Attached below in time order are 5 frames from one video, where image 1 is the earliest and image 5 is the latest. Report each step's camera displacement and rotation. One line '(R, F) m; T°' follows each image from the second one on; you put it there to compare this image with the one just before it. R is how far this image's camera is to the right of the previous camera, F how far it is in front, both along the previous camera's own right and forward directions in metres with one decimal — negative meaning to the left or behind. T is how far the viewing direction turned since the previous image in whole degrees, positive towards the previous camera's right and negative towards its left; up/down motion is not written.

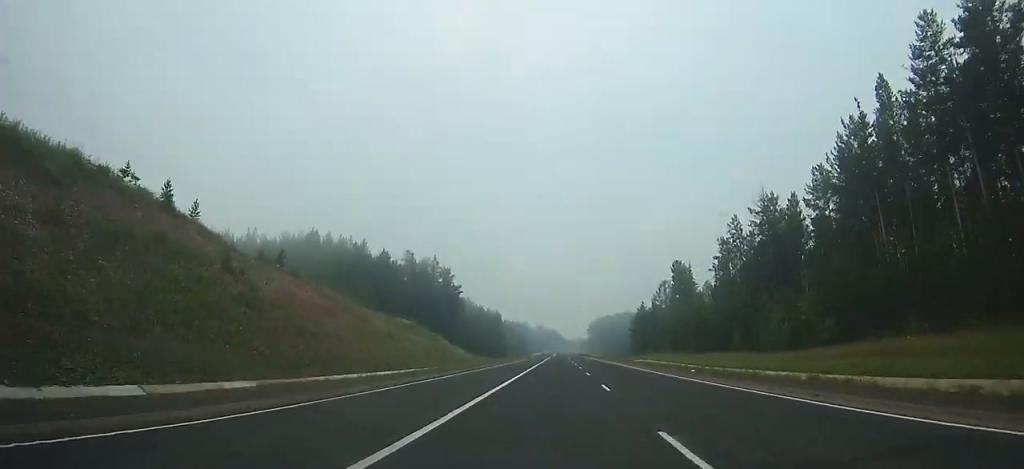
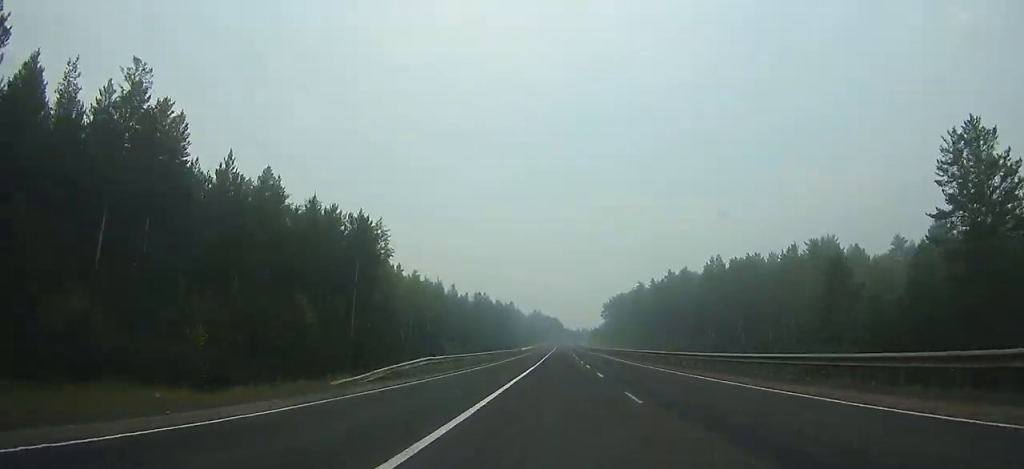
(+0.2, +147.2) m; 0°
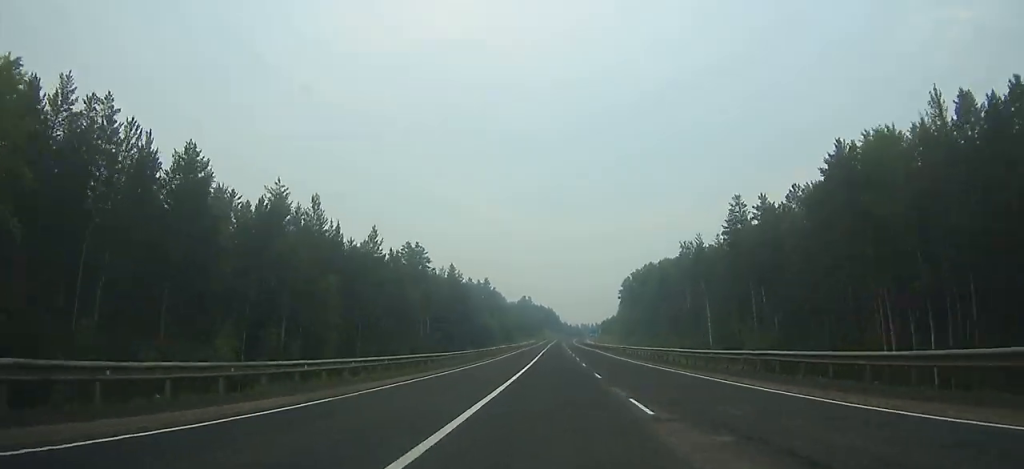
(-0.1, +113.0) m; 0°
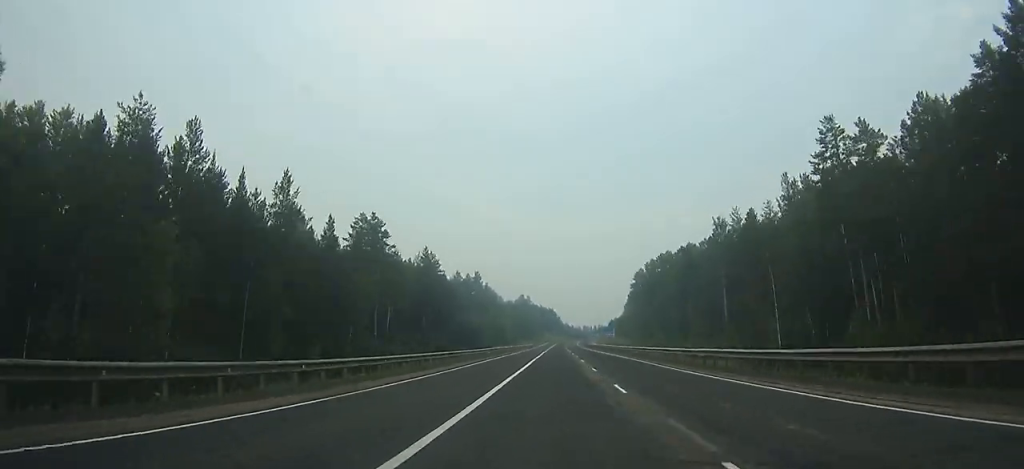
(+0.1, +30.9) m; 0°
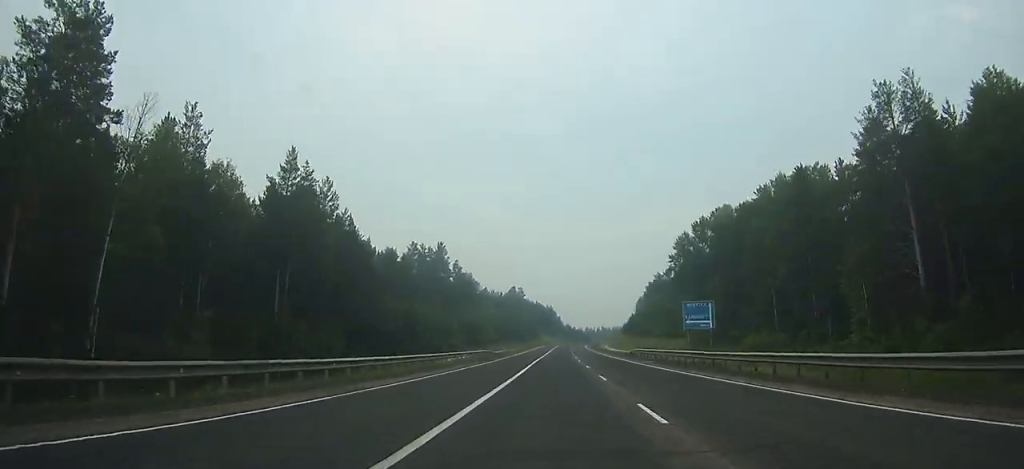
(+0.1, +65.5) m; 0°
